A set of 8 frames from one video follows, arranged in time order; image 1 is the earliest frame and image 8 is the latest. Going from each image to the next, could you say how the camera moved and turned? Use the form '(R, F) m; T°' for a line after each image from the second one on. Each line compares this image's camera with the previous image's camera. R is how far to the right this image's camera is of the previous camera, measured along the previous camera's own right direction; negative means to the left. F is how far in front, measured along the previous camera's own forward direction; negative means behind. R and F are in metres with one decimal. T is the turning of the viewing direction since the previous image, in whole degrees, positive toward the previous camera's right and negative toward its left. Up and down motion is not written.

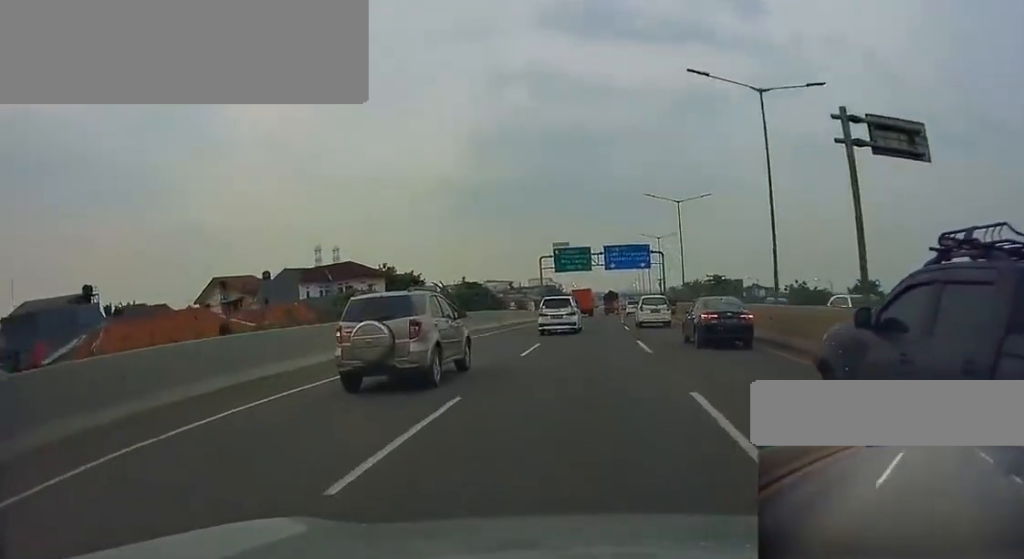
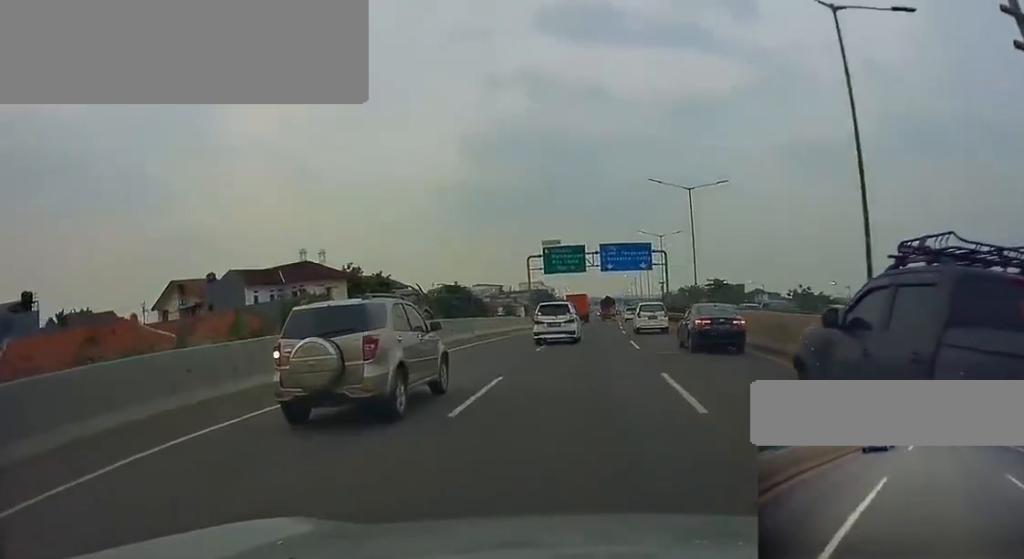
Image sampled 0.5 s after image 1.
(+0.4, +9.5) m; +1°
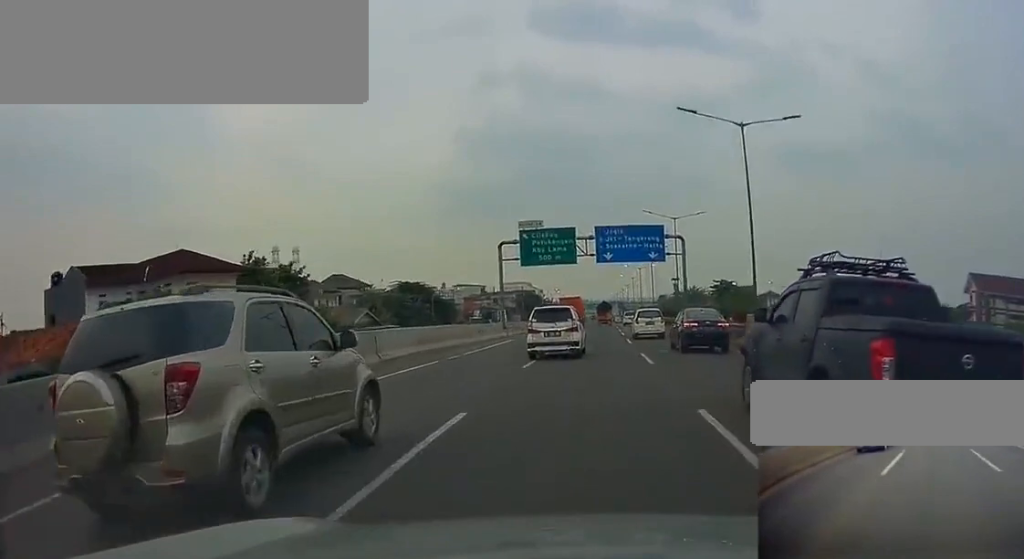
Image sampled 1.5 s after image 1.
(+0.3, +19.0) m; +1°
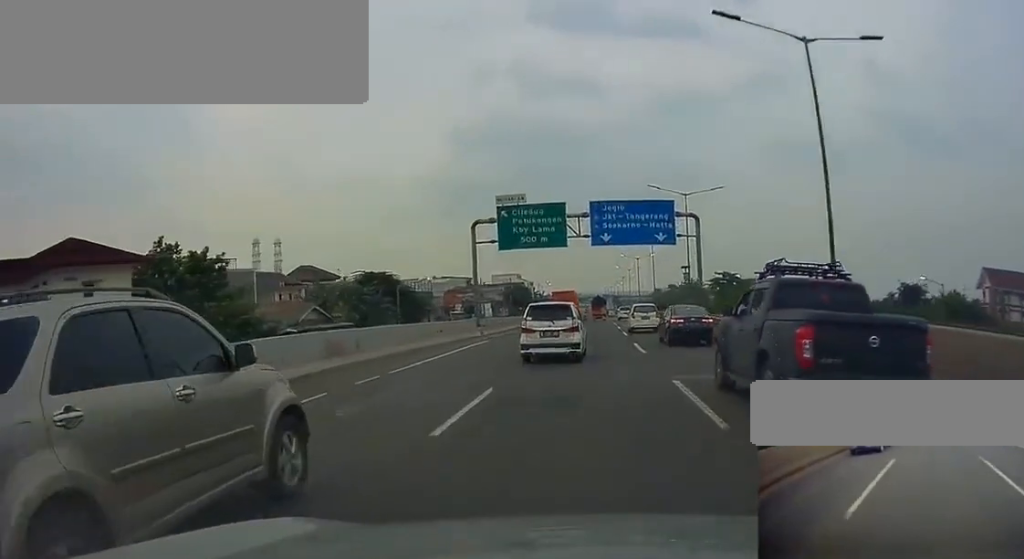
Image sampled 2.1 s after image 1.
(-0.2, +10.6) m; 0°
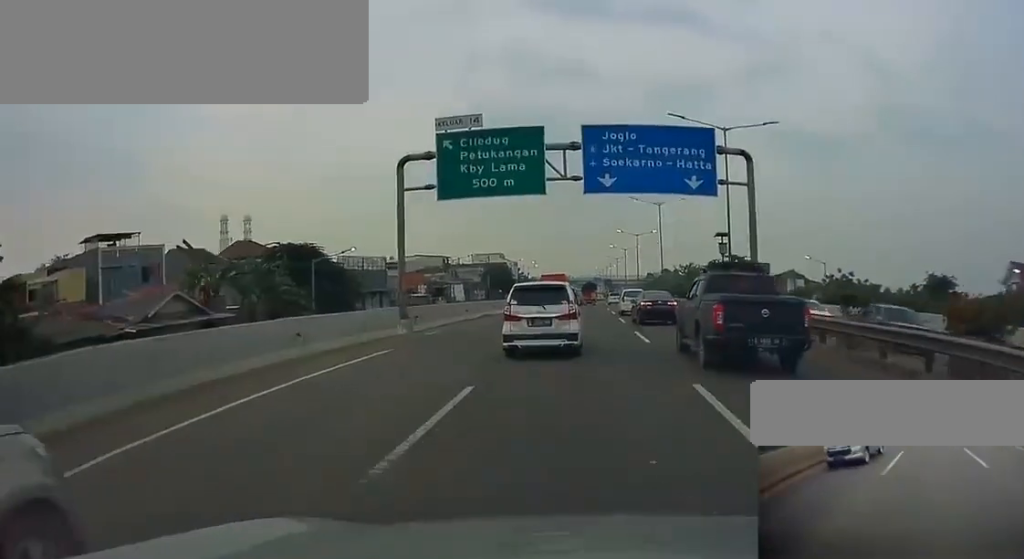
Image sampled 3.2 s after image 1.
(+0.3, +17.0) m; +1°
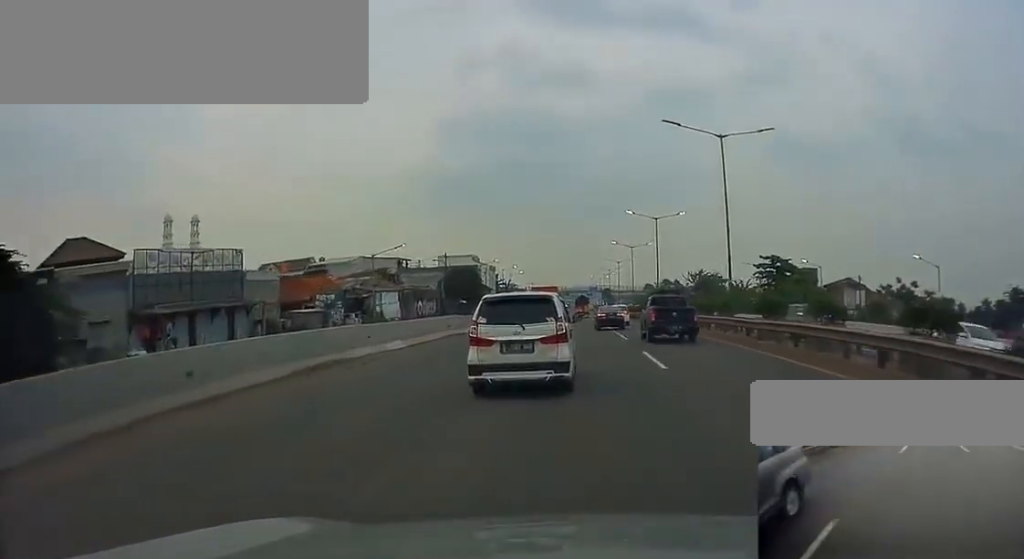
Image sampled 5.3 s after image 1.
(0.0, +31.5) m; +1°
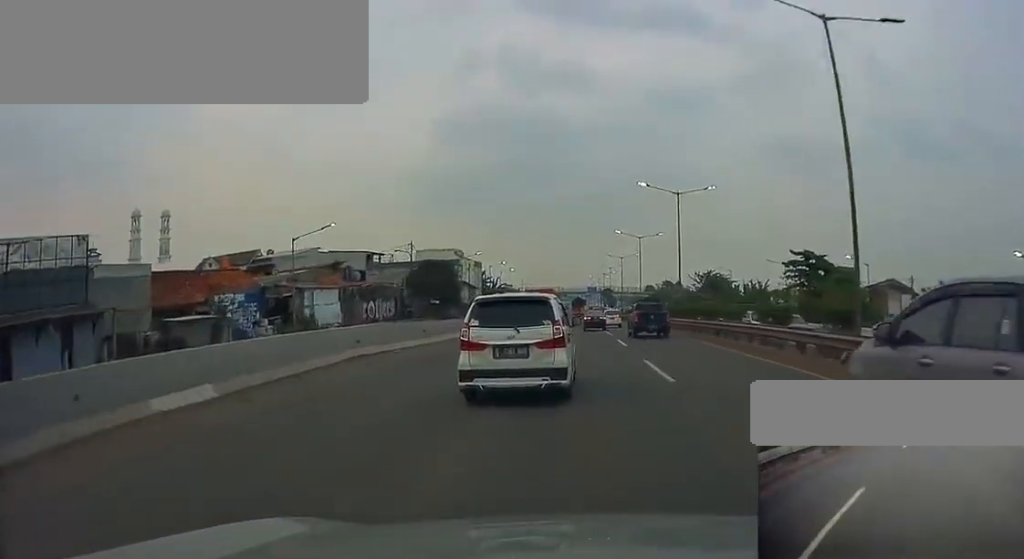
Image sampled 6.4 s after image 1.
(+0.4, +15.3) m; +1°
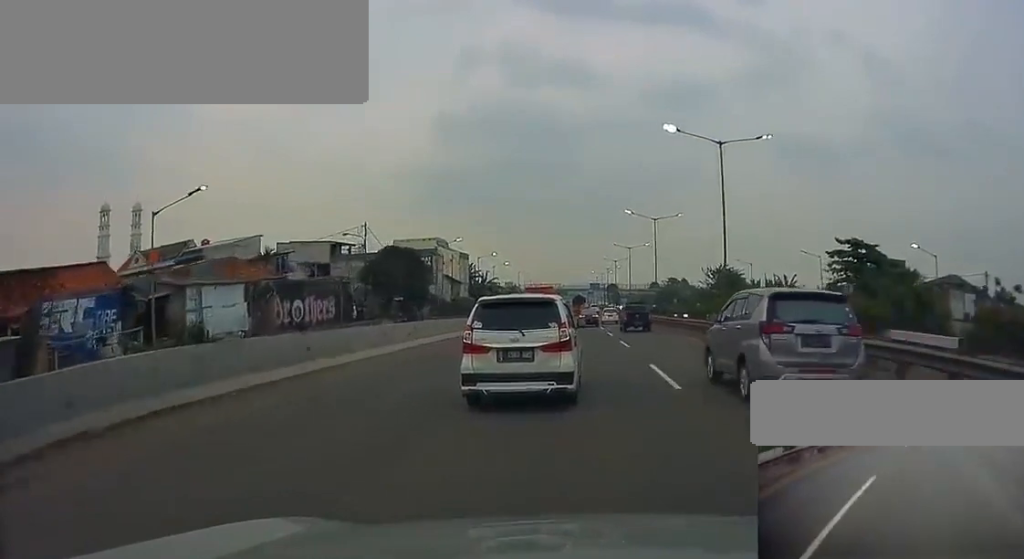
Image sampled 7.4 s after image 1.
(-0.2, +14.4) m; -2°
